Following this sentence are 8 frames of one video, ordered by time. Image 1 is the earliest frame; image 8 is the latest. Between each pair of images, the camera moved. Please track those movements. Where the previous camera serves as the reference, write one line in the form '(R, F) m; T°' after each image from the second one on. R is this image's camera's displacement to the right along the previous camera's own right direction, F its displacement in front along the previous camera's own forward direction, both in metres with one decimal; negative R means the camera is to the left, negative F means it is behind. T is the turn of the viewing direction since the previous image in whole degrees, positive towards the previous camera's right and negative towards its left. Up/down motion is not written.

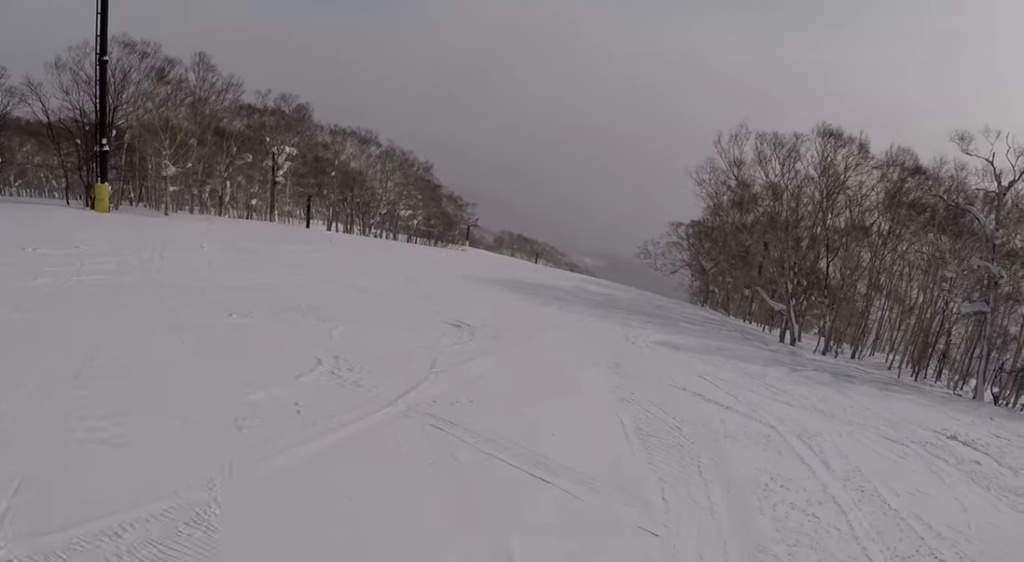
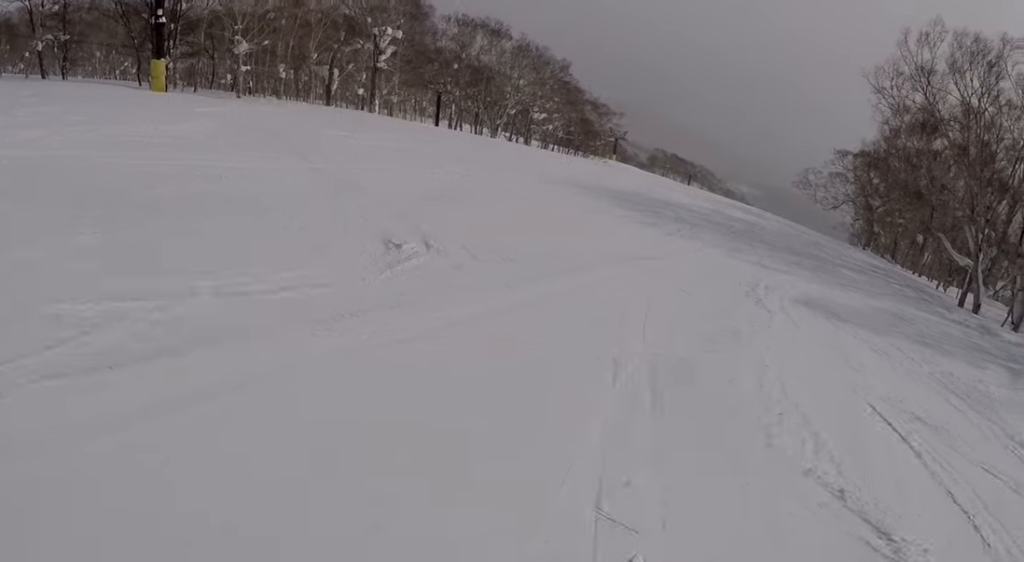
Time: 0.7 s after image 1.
(+0.2, +7.8) m; -10°
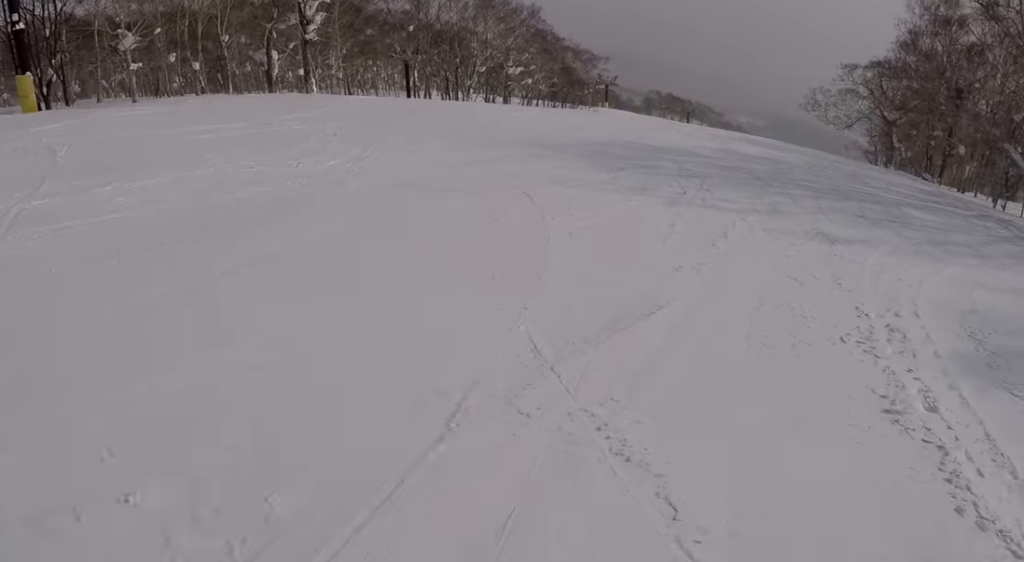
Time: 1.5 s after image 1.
(-2.1, +7.9) m; -6°
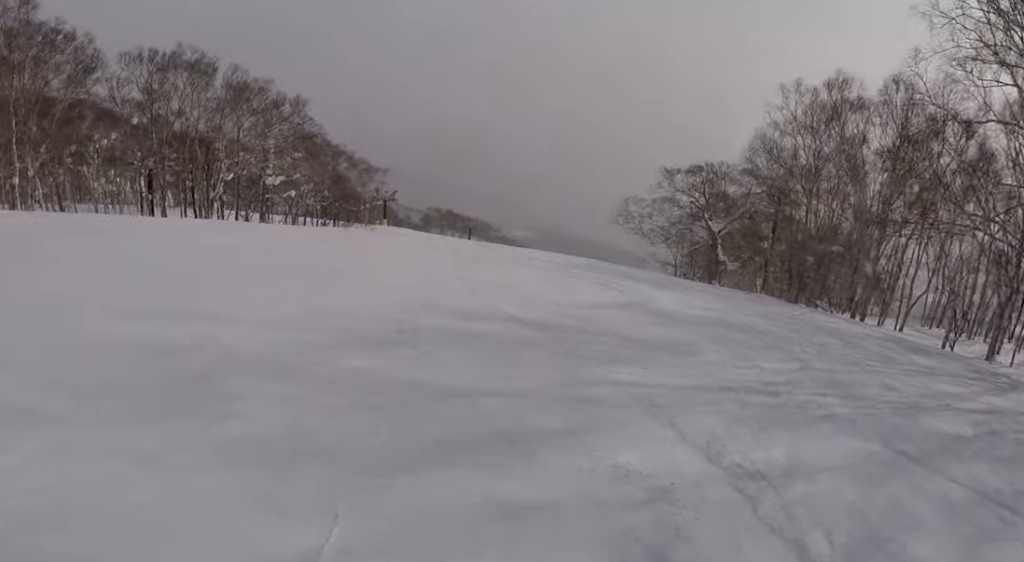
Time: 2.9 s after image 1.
(+1.4, +15.9) m; +11°
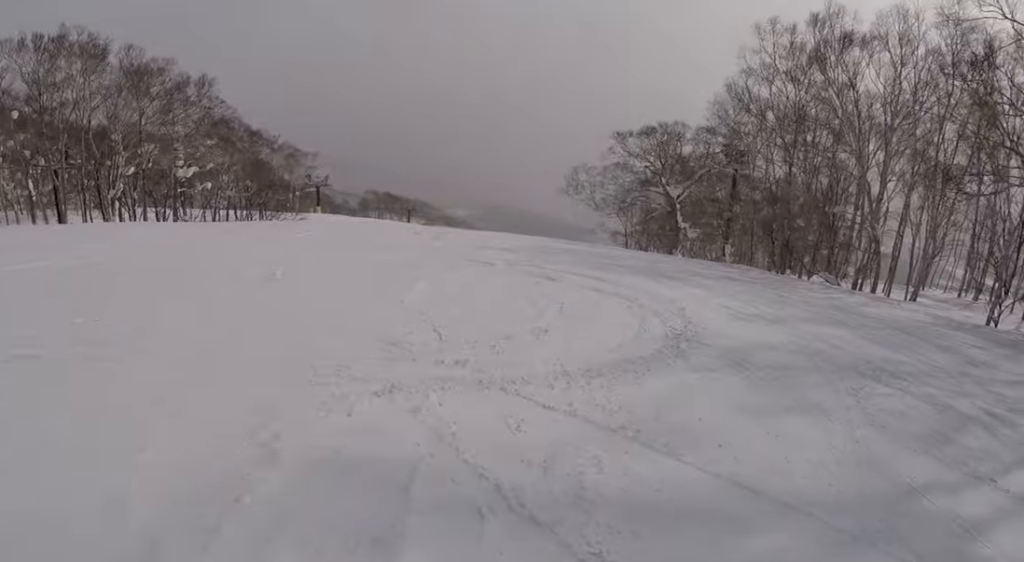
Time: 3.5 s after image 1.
(-0.4, +6.5) m; +8°
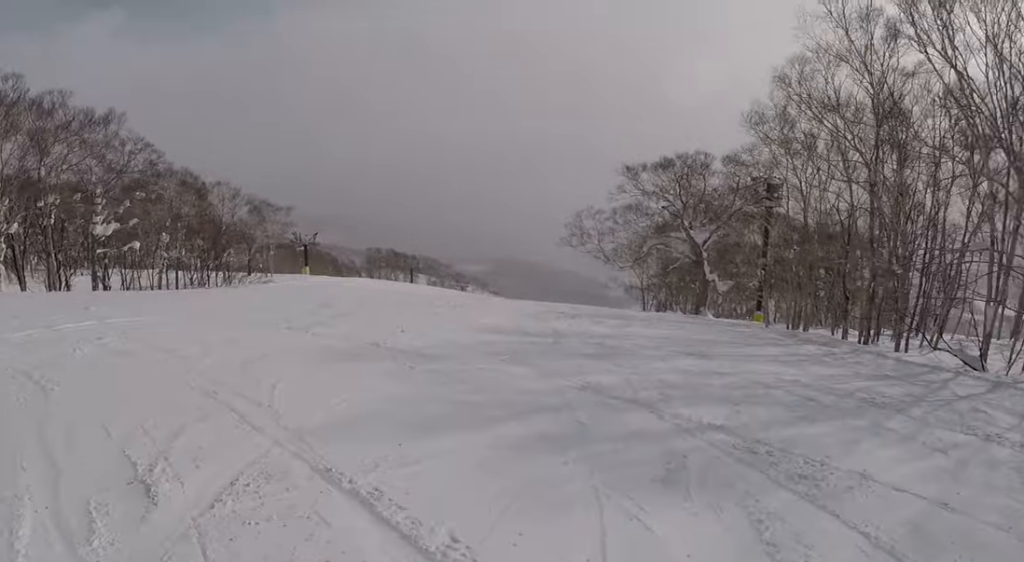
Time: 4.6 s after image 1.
(+2.7, +12.2) m; +3°
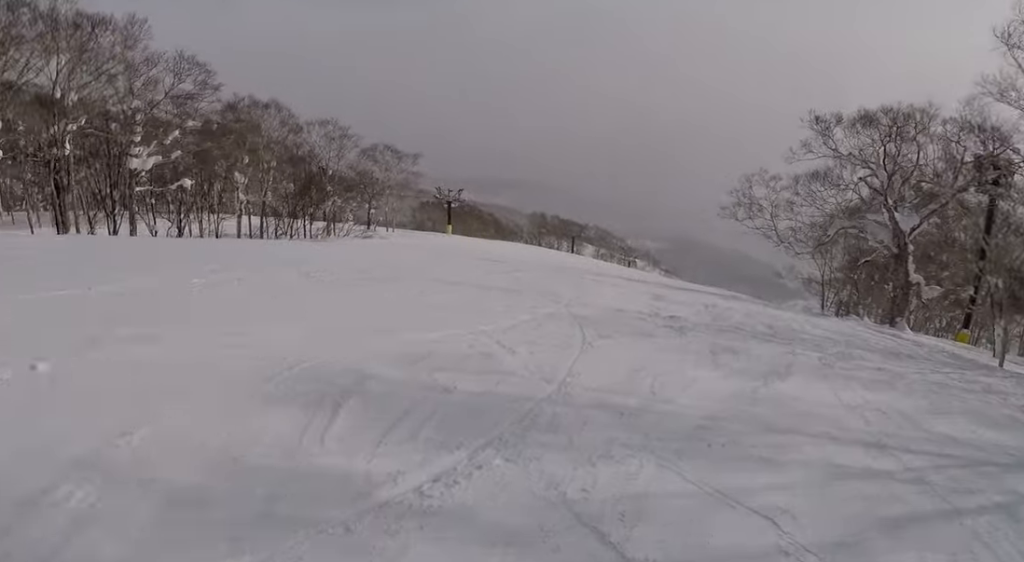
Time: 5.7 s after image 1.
(-2.8, +12.2) m; -15°
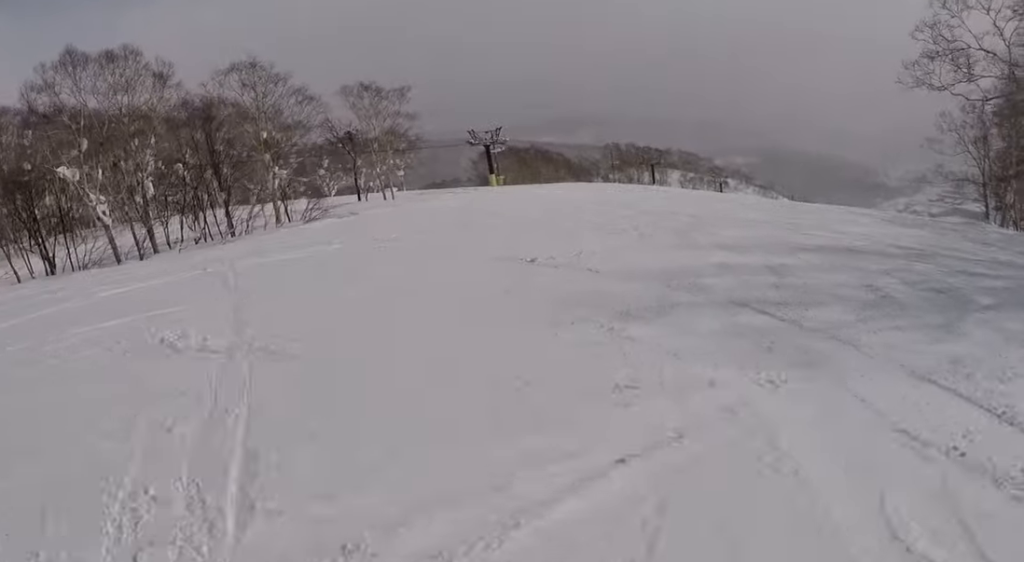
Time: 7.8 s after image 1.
(-1.1, +22.8) m; -7°
